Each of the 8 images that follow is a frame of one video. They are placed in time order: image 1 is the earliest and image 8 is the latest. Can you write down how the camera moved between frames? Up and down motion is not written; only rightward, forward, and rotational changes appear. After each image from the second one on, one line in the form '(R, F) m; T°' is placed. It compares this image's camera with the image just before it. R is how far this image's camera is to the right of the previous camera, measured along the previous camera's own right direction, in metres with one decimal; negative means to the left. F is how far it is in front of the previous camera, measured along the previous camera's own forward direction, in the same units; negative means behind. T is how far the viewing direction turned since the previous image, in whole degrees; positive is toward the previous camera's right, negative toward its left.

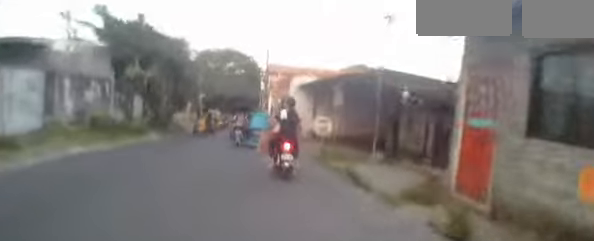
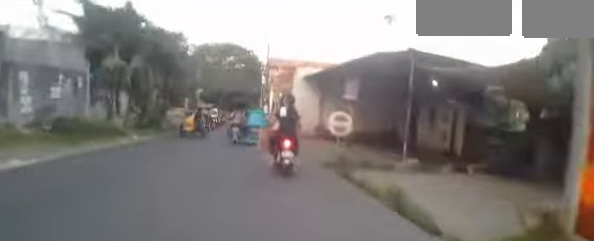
(+0.1, +2.3) m; 0°
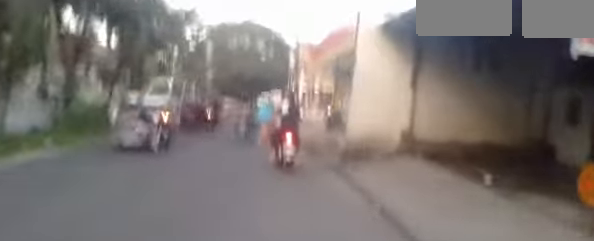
(-0.4, +9.8) m; -3°
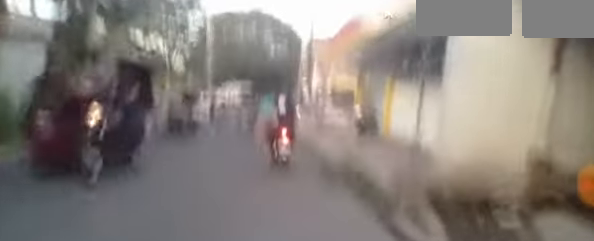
(0.0, +4.7) m; +2°
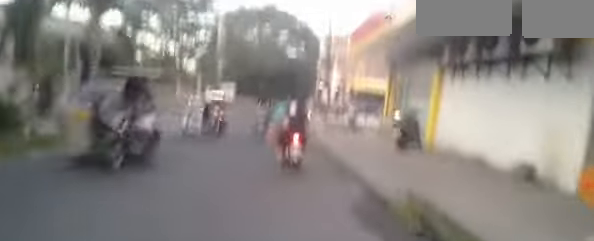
(0.0, +2.7) m; 0°
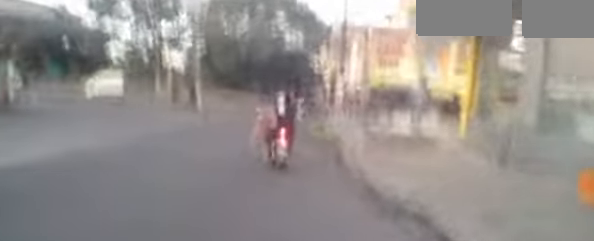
(-0.4, +7.8) m; -13°
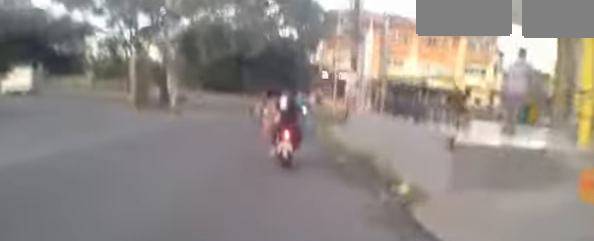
(-0.5, +4.3) m; -2°
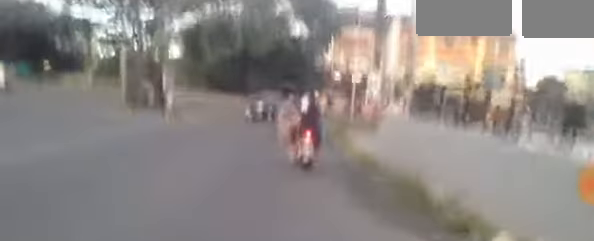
(+0.1, +2.0) m; +2°
